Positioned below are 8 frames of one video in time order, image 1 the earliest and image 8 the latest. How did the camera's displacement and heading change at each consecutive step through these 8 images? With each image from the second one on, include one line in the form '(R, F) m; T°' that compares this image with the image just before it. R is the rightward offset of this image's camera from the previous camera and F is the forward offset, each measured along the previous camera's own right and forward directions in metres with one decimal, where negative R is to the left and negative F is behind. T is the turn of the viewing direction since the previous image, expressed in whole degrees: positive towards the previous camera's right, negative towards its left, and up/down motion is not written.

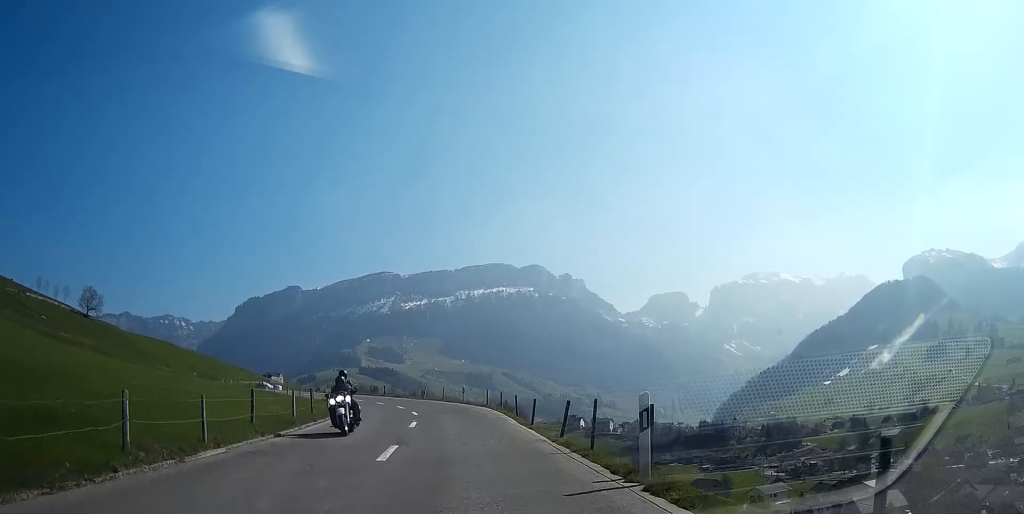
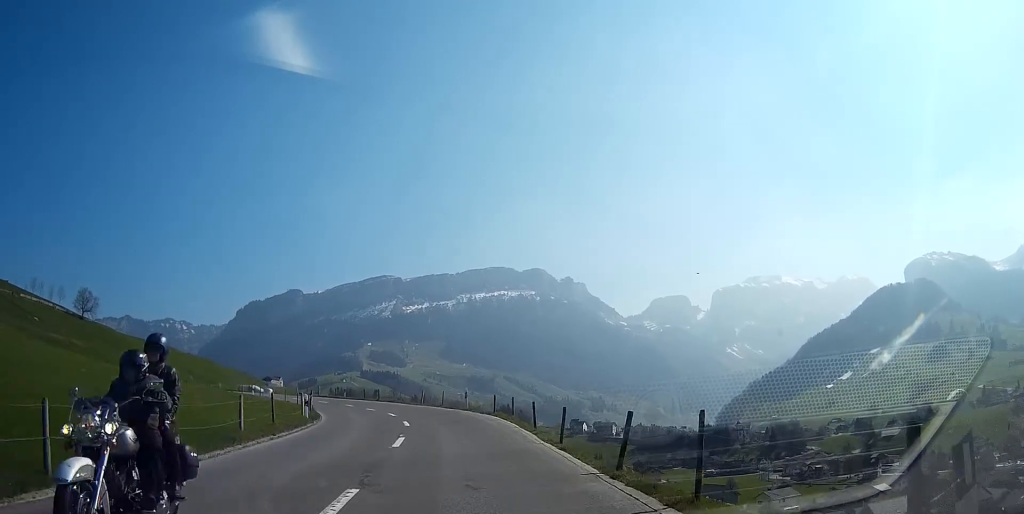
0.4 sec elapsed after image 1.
(+0.1, +5.8) m; 0°
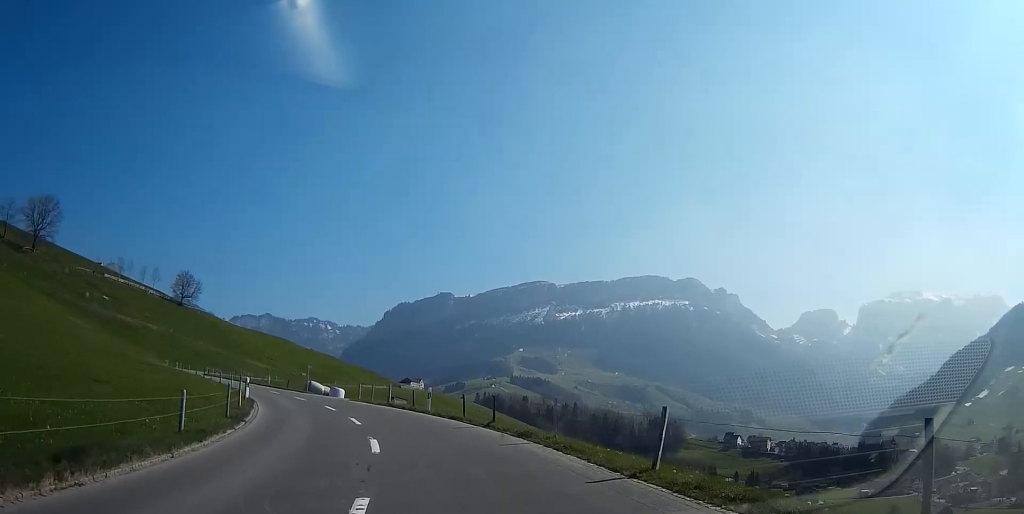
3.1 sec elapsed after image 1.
(-3.1, +35.9) m; -13°
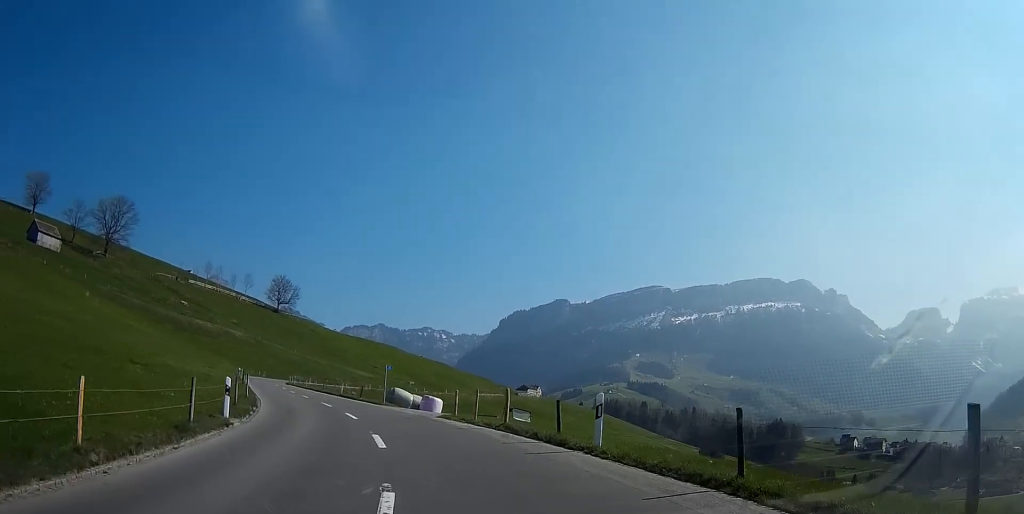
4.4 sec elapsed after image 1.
(-1.3, +17.2) m; -11°
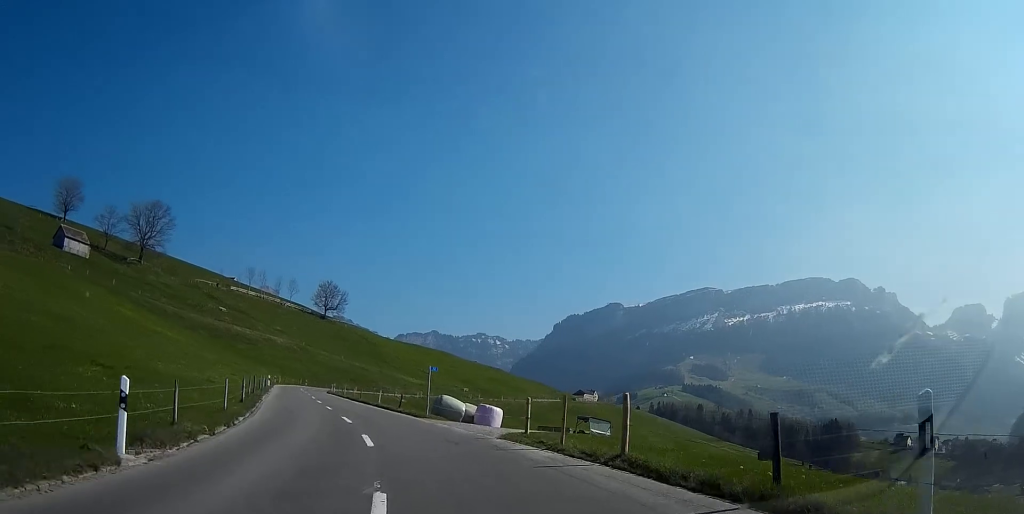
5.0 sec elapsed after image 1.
(-0.6, +8.5) m; -3°
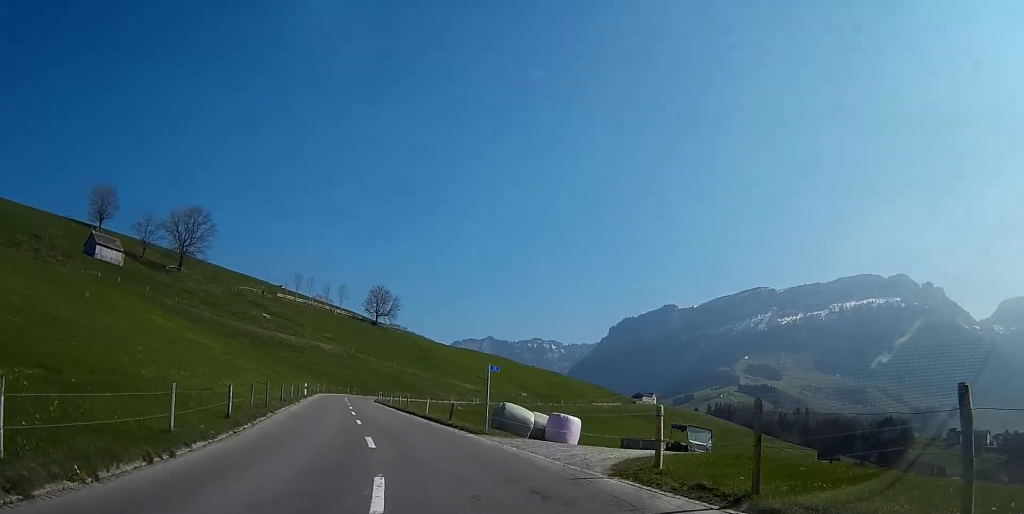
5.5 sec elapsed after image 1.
(-0.3, +7.2) m; -2°
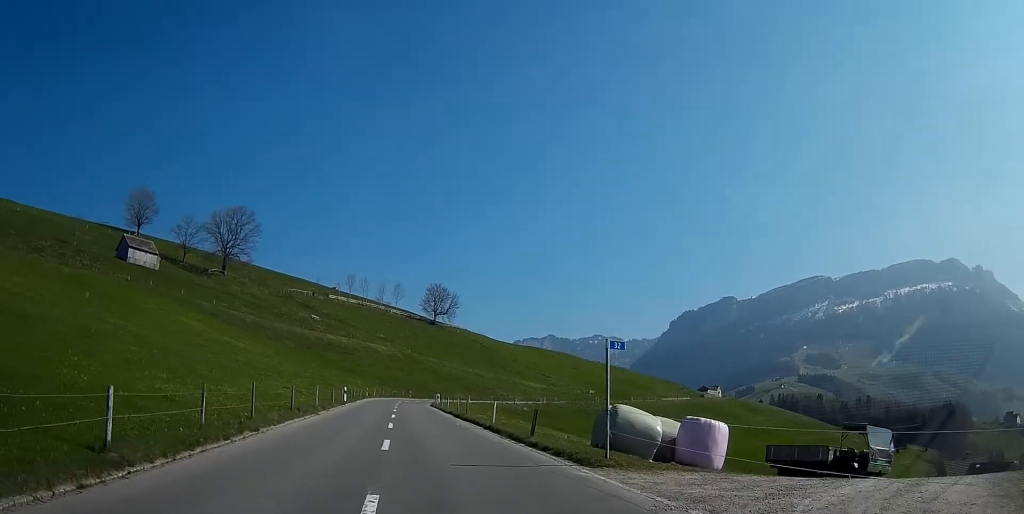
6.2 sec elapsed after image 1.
(0.0, +9.7) m; -3°
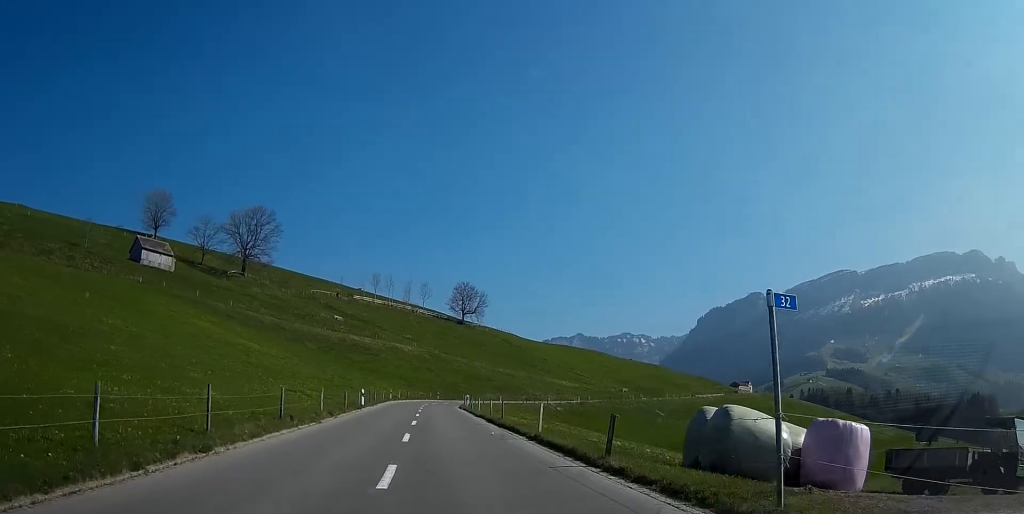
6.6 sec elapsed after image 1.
(0.0, +5.6) m; -2°
